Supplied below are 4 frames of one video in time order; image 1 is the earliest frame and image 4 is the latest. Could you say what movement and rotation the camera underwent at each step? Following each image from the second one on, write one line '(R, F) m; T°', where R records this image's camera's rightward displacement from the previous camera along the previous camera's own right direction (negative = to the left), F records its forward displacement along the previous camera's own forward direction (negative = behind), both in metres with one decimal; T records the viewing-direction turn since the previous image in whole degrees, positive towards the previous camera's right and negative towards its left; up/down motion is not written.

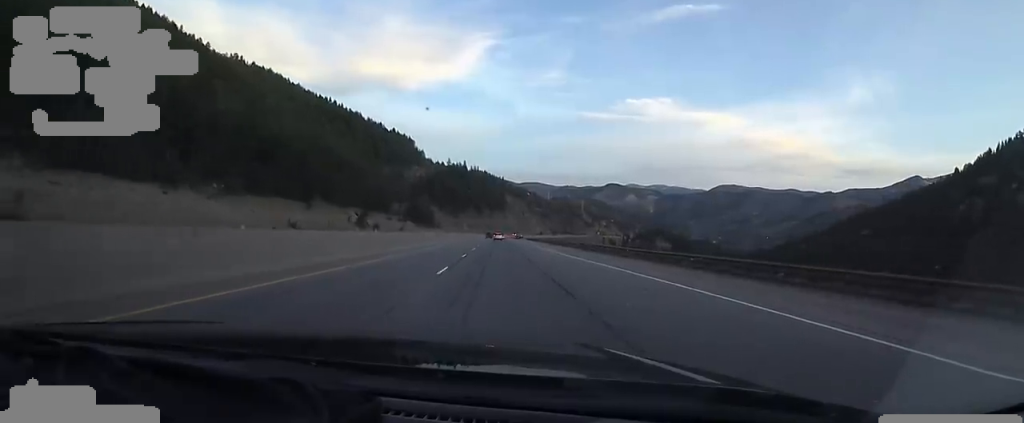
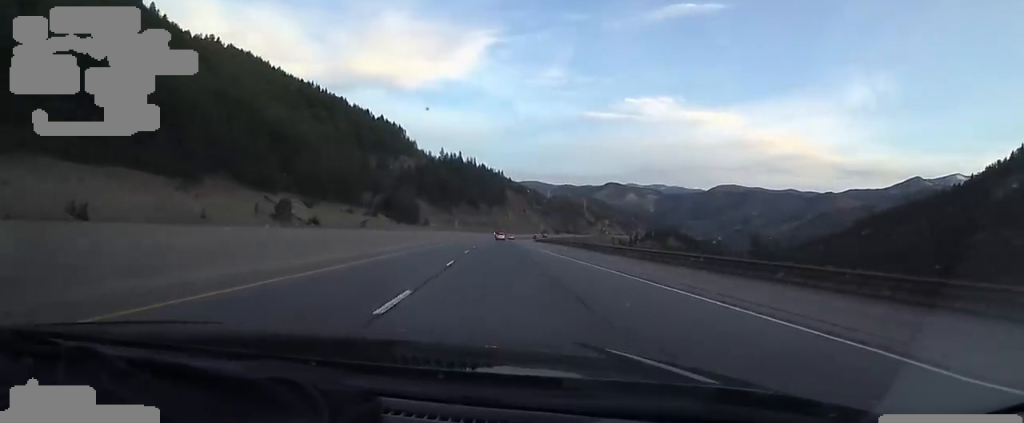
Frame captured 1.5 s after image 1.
(+0.8, +44.3) m; +2°
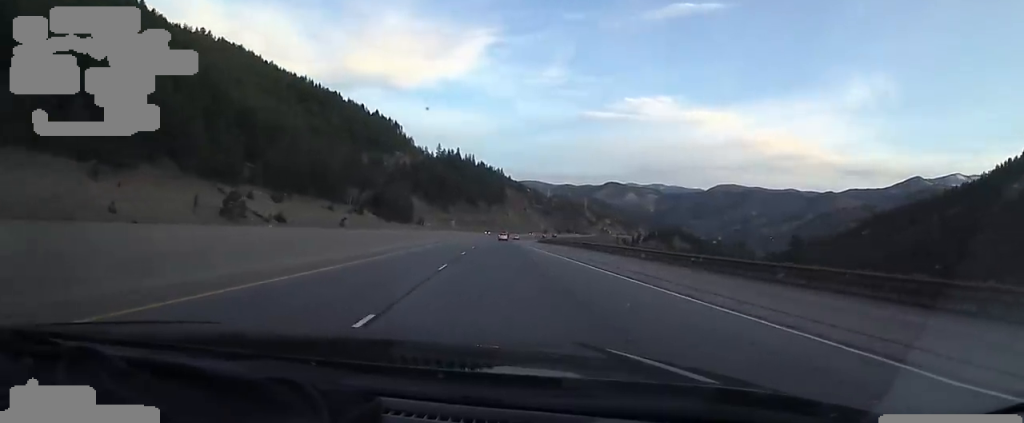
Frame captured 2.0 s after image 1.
(-0.3, +15.0) m; 0°
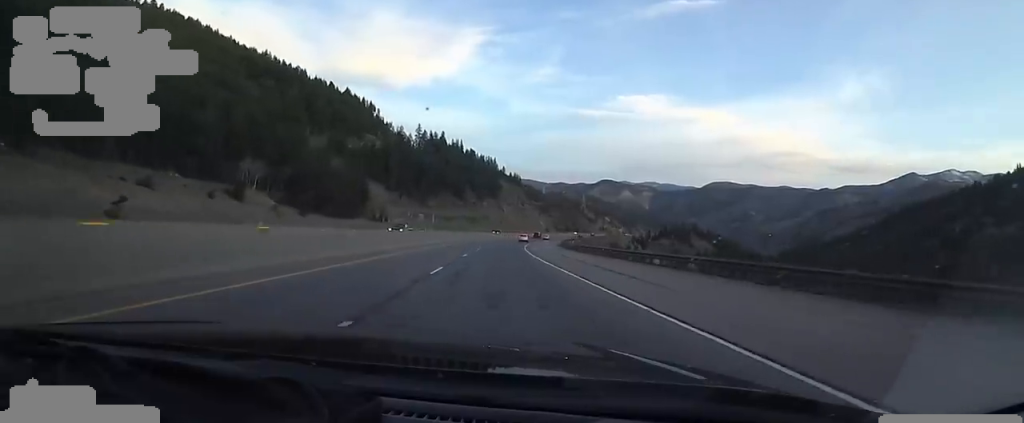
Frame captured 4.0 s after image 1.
(+0.6, +61.4) m; +1°
